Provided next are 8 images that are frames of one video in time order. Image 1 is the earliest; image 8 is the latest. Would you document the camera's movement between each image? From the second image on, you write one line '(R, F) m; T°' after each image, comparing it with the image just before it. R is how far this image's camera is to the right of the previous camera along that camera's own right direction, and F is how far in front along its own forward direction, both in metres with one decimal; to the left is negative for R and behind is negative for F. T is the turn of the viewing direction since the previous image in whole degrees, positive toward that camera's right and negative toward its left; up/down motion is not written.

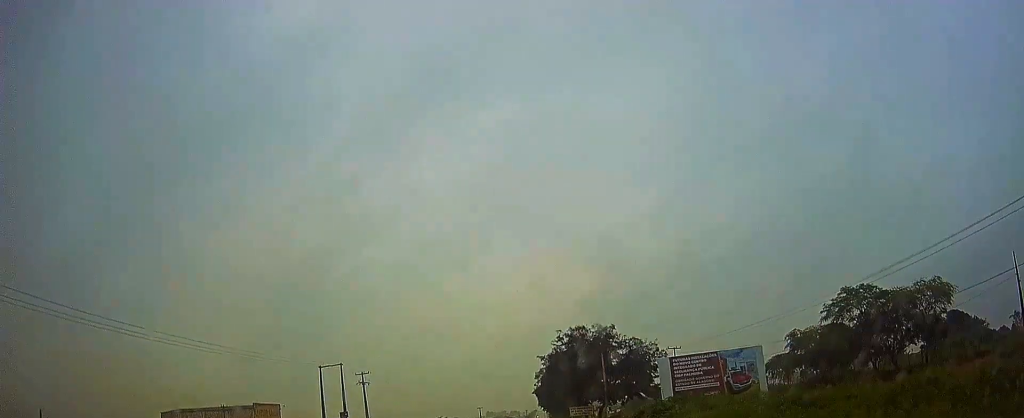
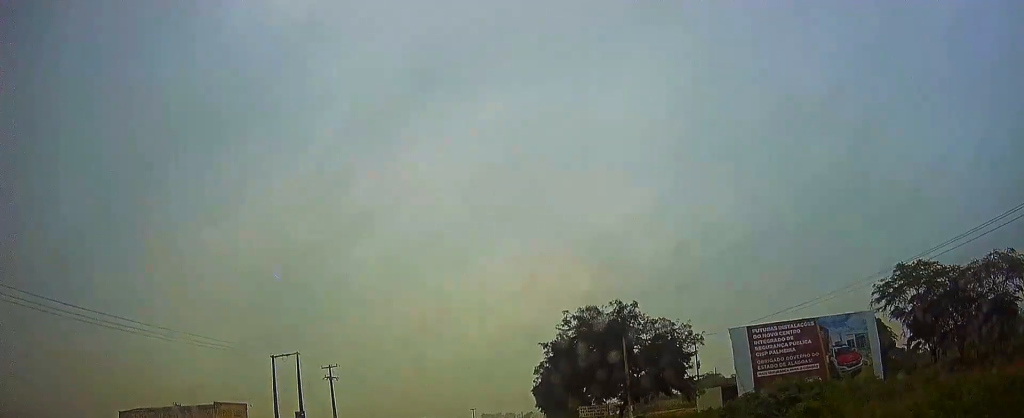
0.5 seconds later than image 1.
(0.0, +11.8) m; 0°
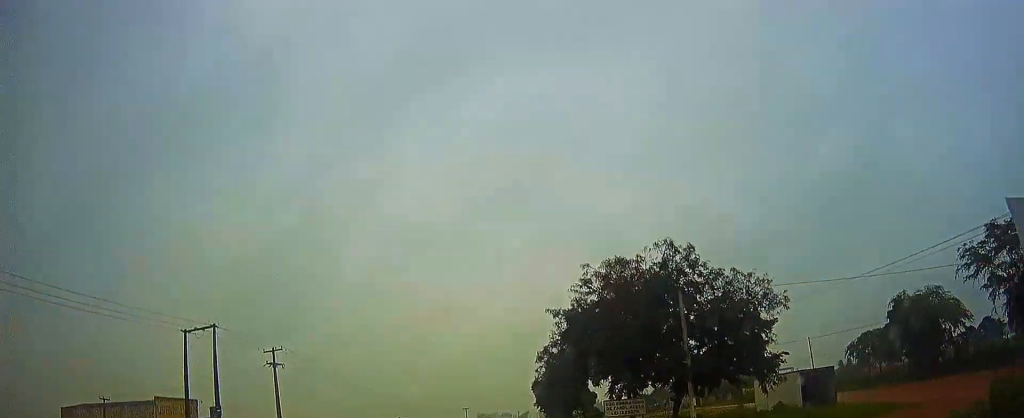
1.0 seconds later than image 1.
(-0.1, +14.5) m; +1°
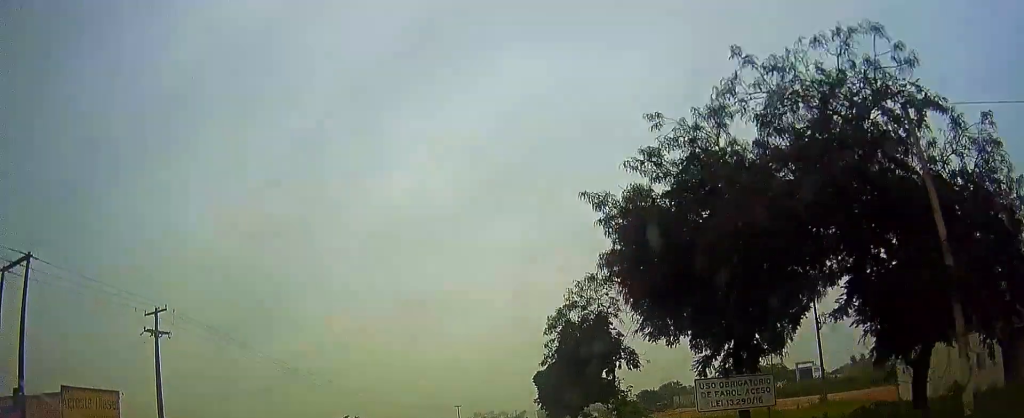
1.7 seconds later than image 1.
(+0.3, +17.2) m; +1°
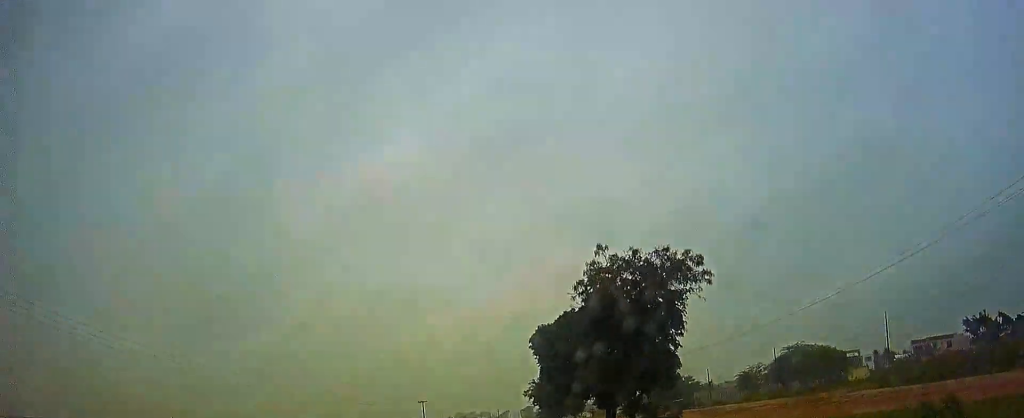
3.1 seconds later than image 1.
(+0.4, +36.9) m; +1°
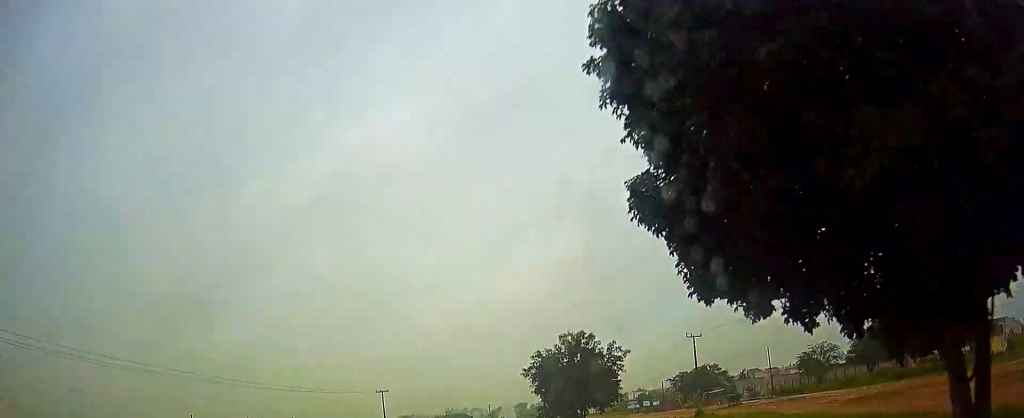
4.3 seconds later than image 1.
(+0.5, +33.6) m; +1°
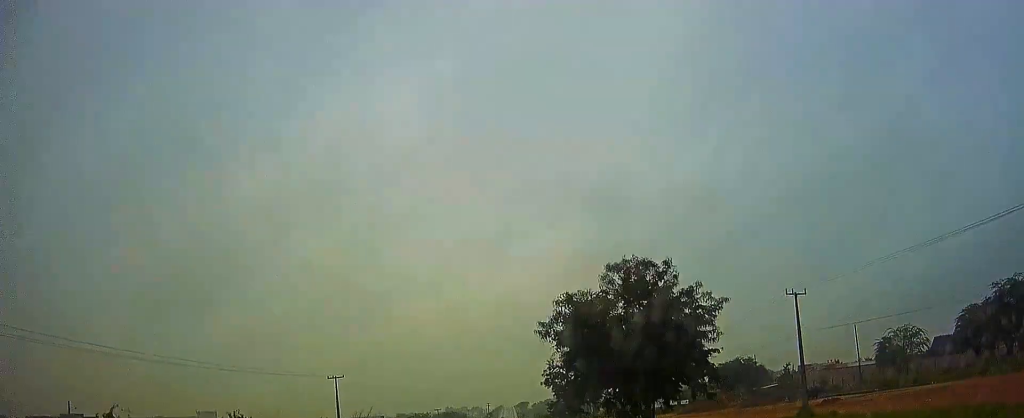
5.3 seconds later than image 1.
(-0.2, +26.0) m; 0°
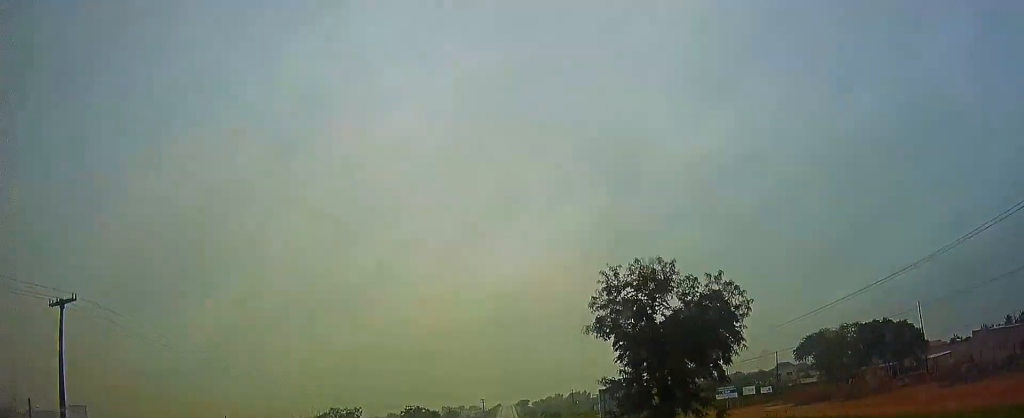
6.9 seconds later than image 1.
(+0.9, +45.0) m; +1°
